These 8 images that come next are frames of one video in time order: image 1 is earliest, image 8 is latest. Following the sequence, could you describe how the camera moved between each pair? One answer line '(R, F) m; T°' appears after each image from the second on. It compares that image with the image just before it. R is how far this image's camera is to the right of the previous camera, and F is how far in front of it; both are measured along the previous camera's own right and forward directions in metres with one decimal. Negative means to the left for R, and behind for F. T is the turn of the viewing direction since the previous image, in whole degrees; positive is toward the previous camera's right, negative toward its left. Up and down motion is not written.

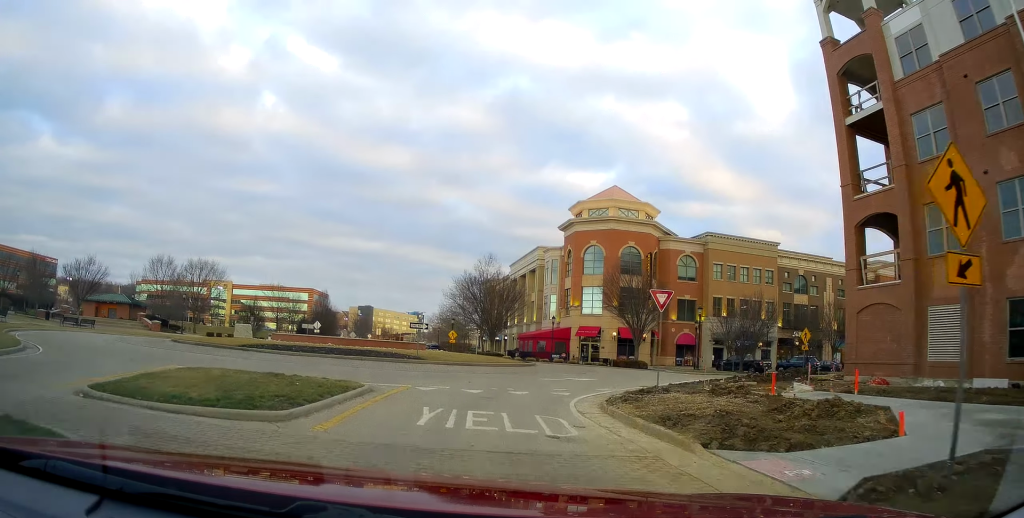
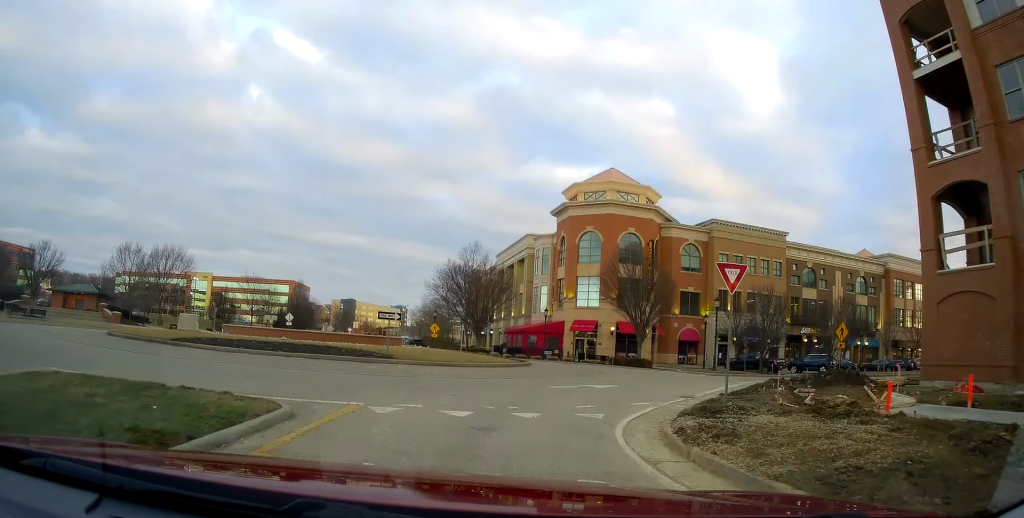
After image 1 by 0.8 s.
(+0.1, +6.0) m; +6°
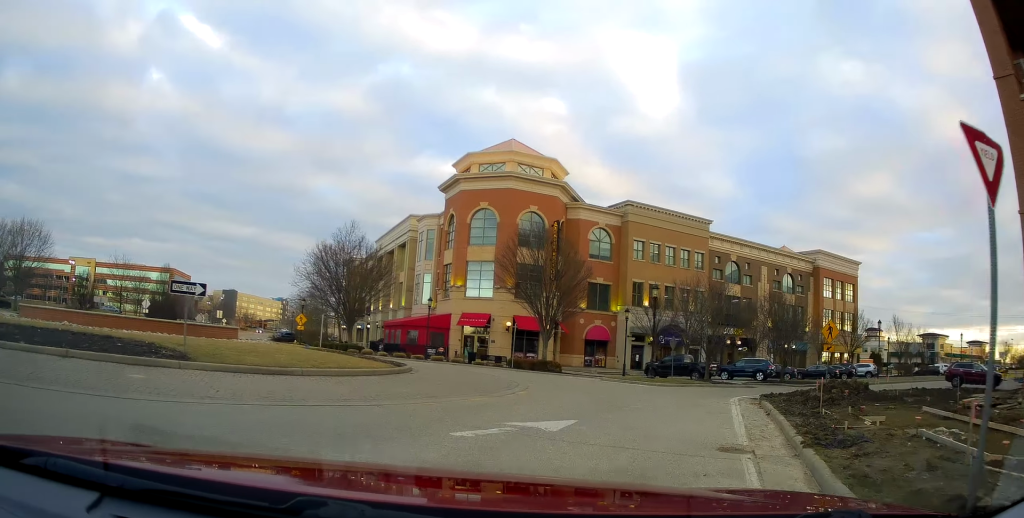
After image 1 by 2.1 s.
(+1.3, +9.6) m; +15°
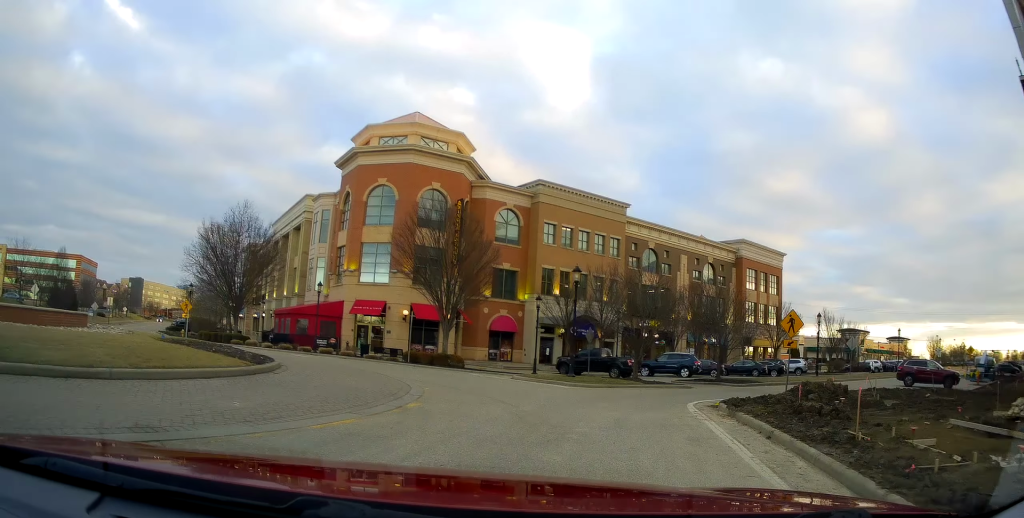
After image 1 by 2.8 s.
(+0.4, +4.9) m; +6°
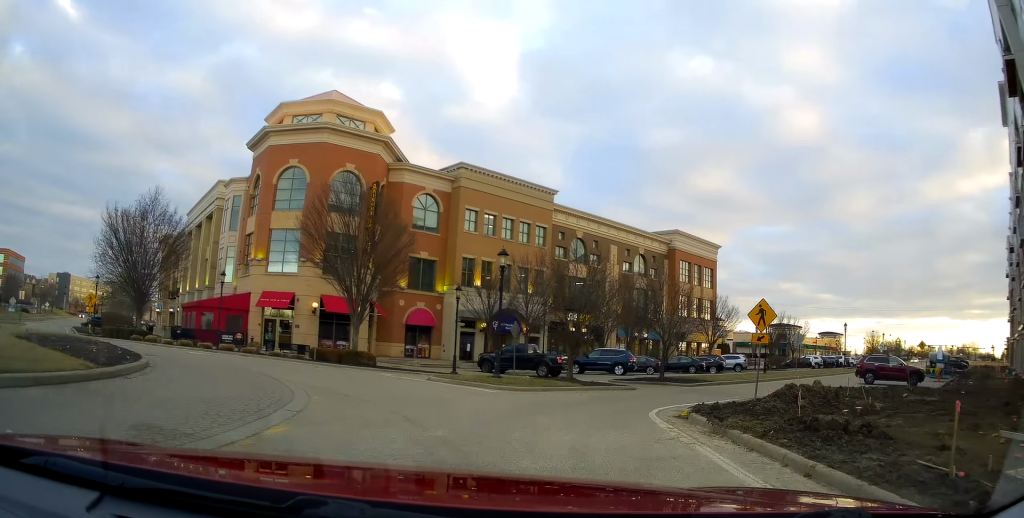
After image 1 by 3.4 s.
(+0.2, +3.9) m; +4°
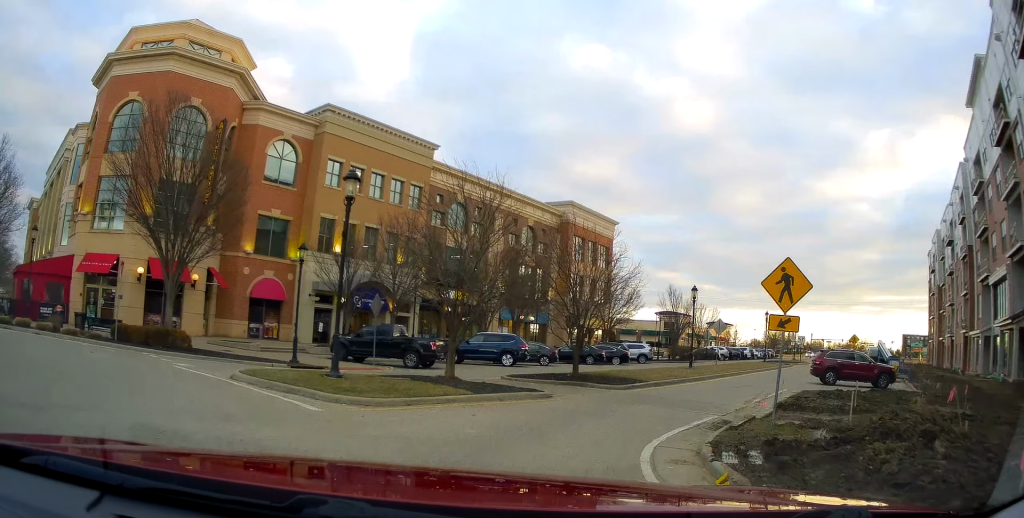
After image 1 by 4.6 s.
(+0.2, +8.4) m; +6°
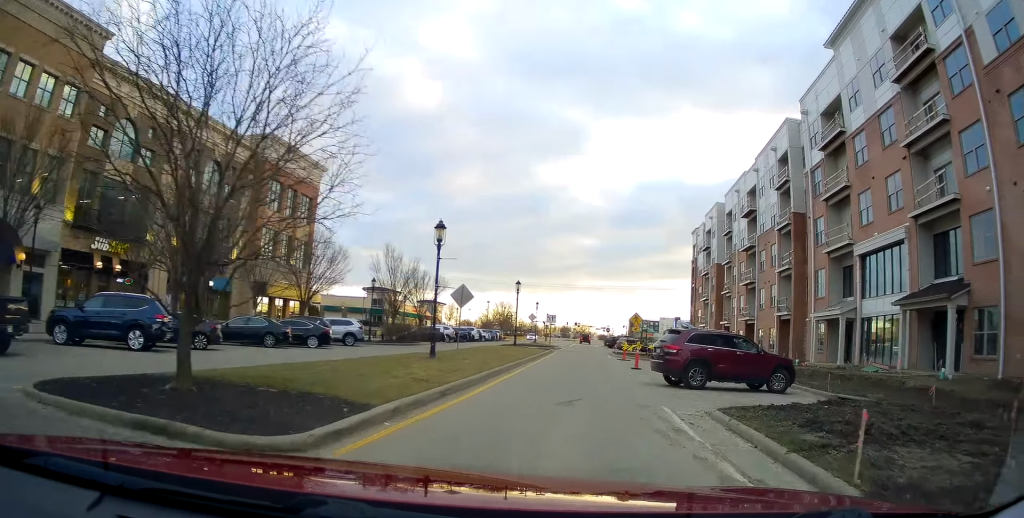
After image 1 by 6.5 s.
(+3.3, +11.1) m; +31°
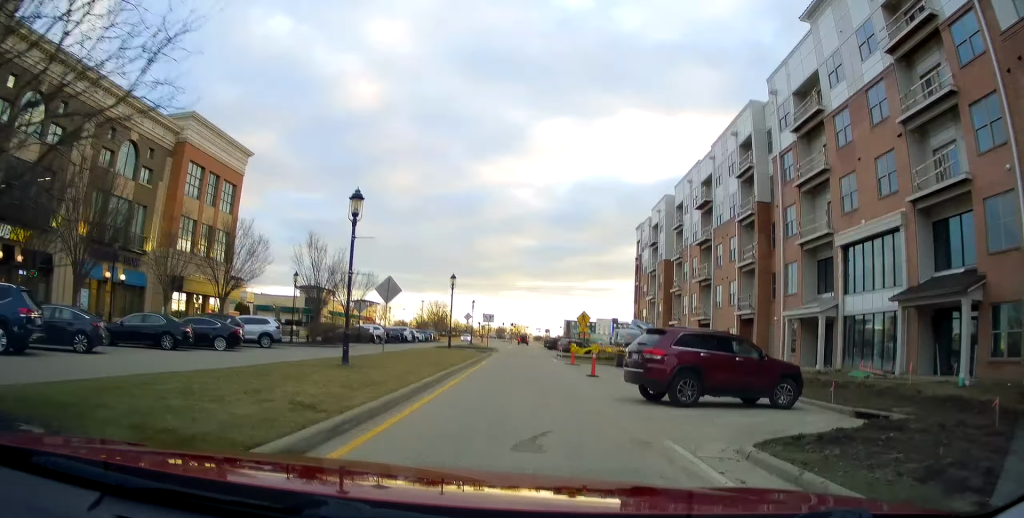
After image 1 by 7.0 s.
(-0.1, +3.6) m; +3°
